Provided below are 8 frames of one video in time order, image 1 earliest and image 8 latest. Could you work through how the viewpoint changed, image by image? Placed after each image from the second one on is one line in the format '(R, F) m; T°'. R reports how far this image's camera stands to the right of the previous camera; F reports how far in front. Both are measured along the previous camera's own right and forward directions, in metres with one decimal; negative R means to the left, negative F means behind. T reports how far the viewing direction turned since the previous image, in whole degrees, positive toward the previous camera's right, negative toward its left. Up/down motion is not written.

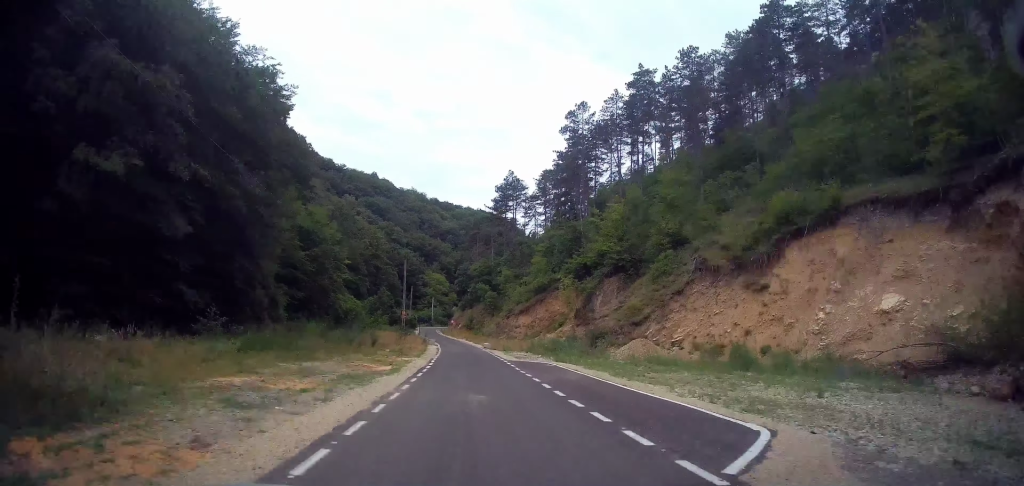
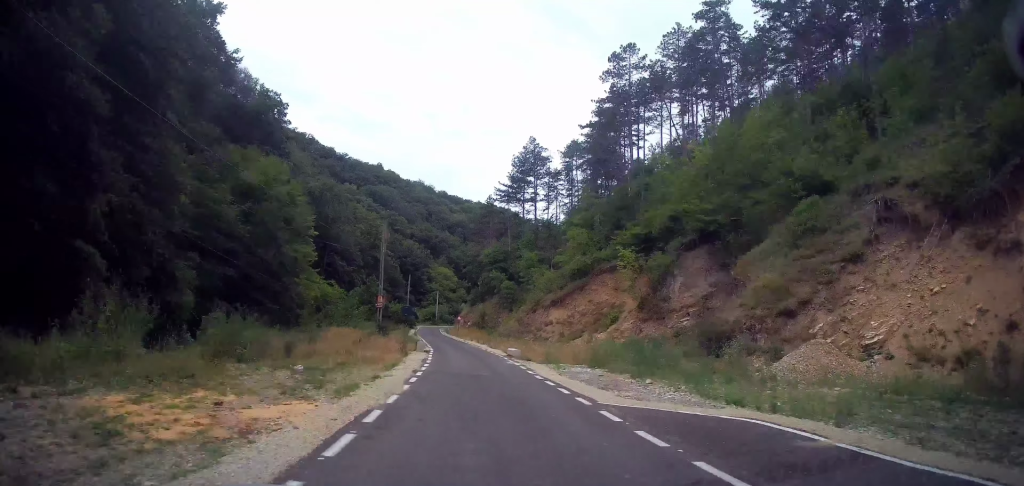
(-0.2, +19.0) m; -1°
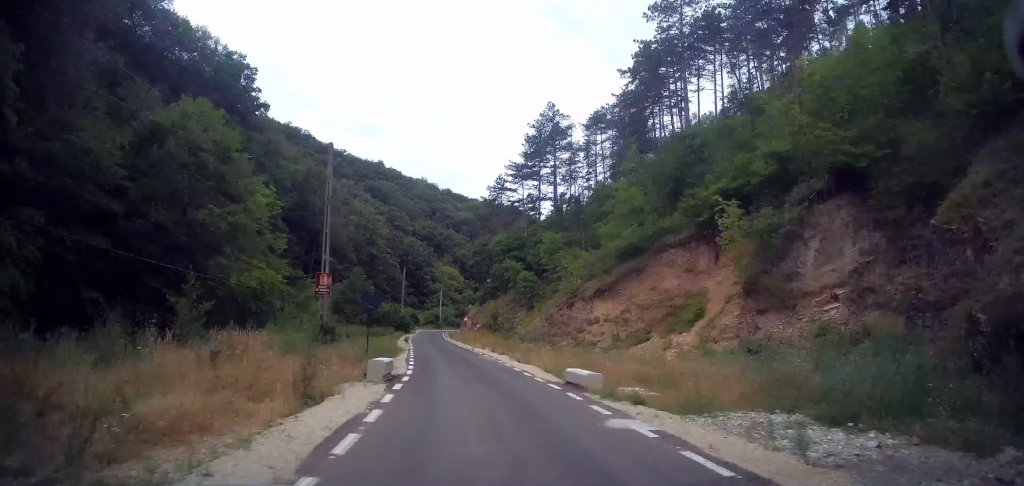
(-0.1, +14.8) m; -1°
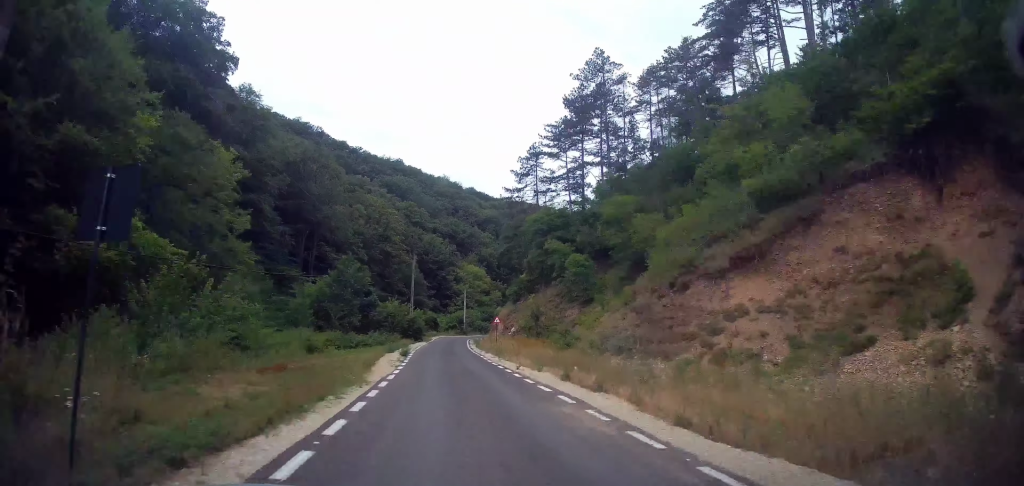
(0.0, +16.0) m; -1°
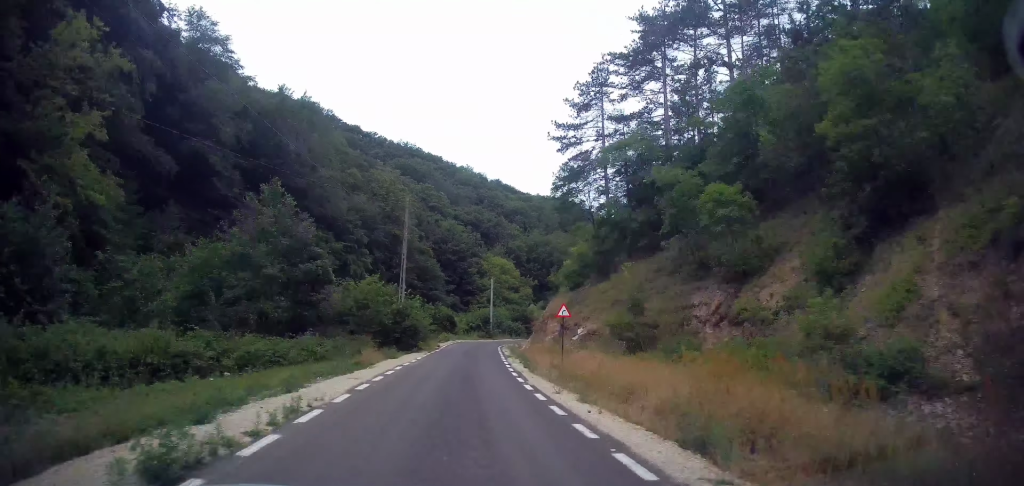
(-0.7, +22.7) m; -3°
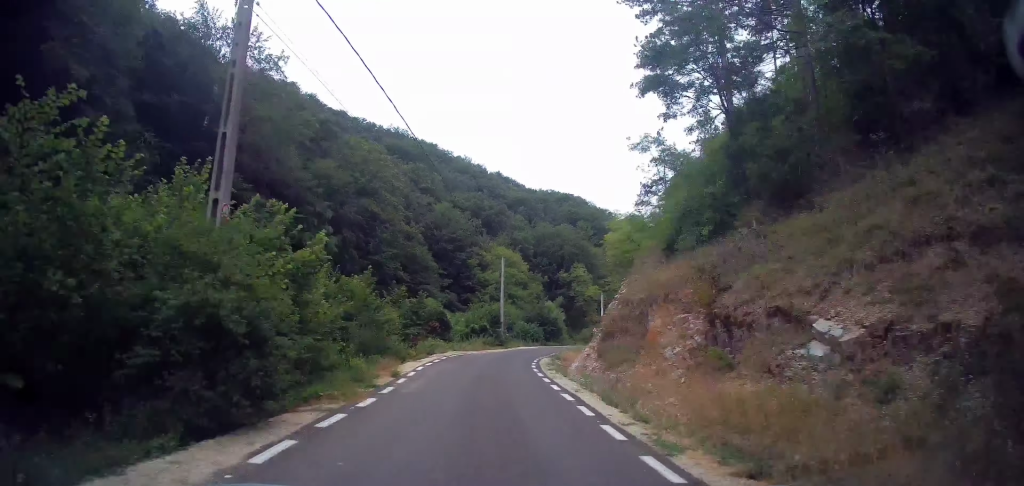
(-0.4, +21.3) m; +1°
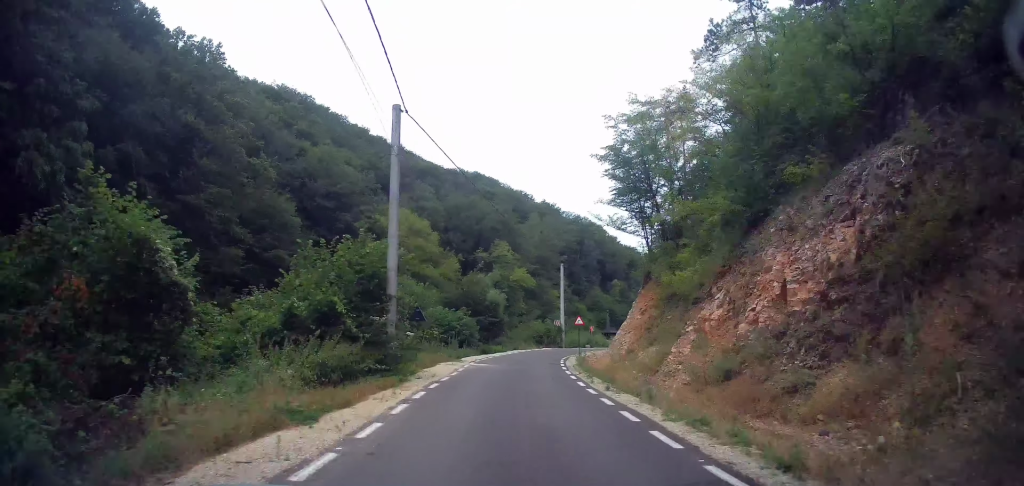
(+2.1, +30.3) m; +11°
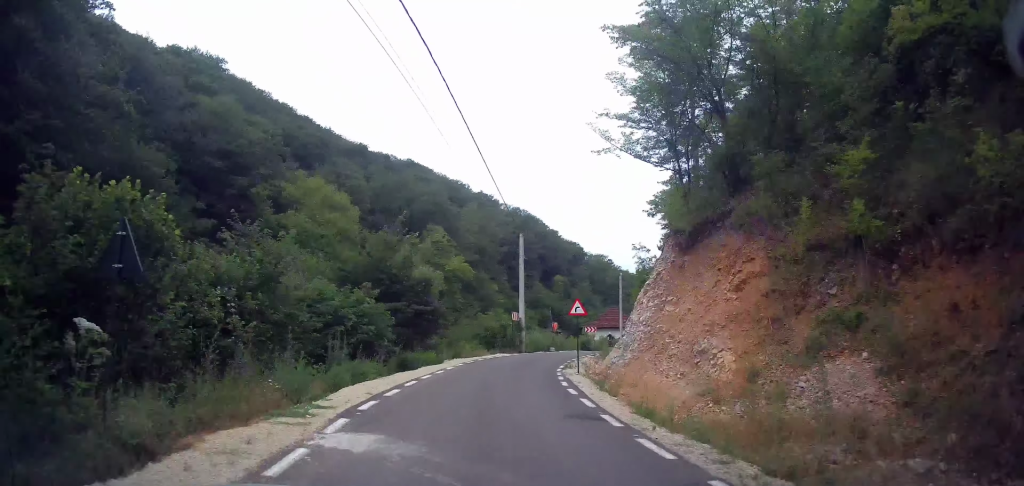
(+0.8, +14.4) m; +6°
